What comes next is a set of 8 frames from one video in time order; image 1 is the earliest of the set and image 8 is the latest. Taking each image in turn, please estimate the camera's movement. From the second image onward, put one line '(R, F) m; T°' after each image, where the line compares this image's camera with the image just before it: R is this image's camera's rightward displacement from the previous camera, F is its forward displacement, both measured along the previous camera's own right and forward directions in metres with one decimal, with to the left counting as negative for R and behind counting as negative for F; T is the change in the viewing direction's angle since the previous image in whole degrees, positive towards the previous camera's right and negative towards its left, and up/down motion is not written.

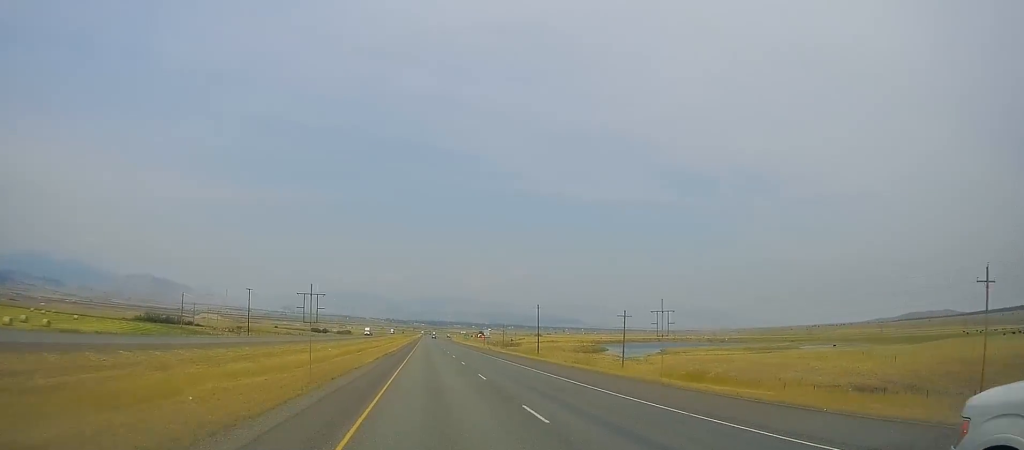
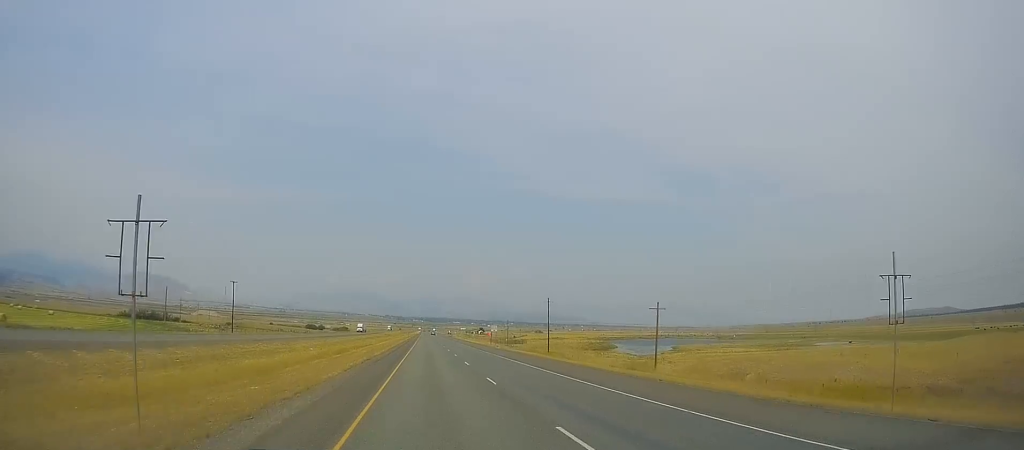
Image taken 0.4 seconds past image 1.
(0.0, +15.9) m; 0°
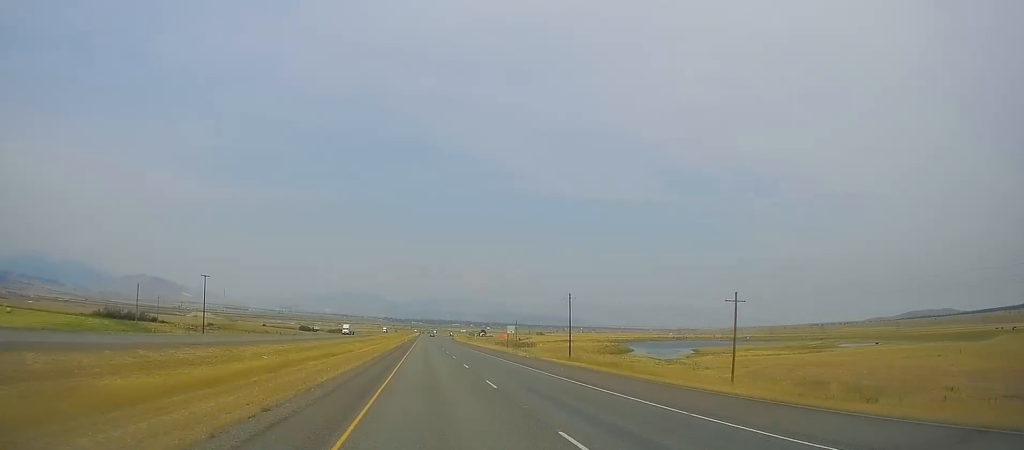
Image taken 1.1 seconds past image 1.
(0.0, +24.4) m; 0°
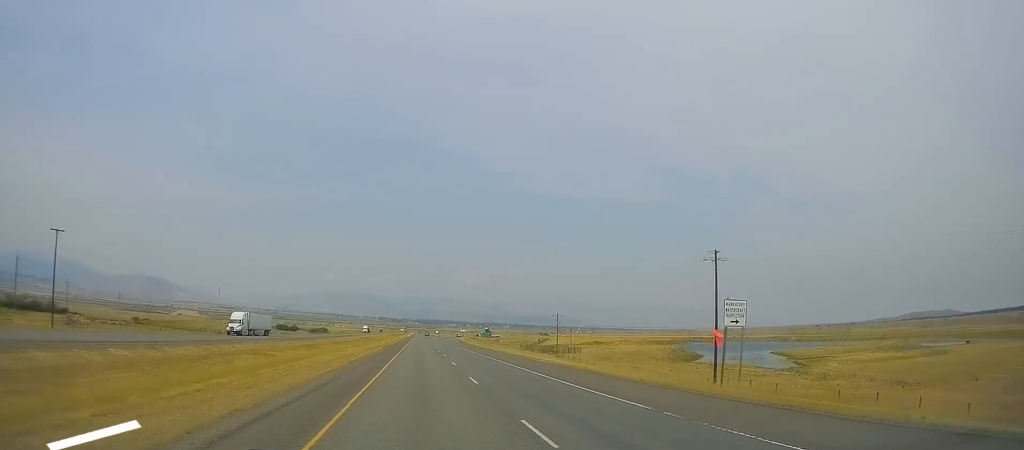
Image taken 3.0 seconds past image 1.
(-0.4, +71.2) m; 0°
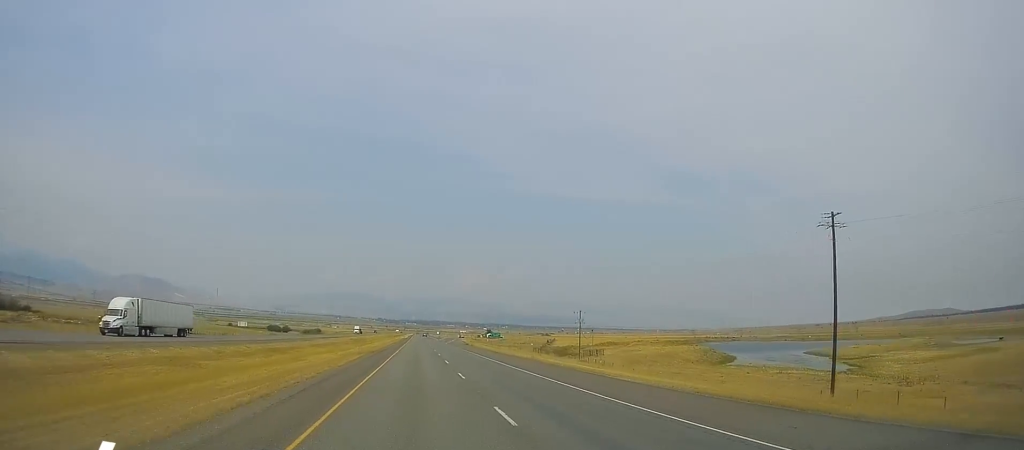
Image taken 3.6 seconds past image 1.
(+0.5, +22.1) m; 0°
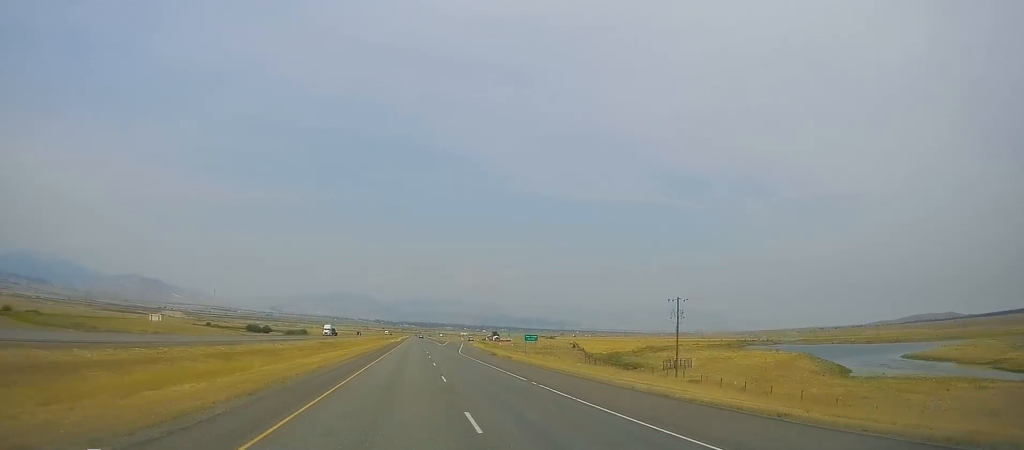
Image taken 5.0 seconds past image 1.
(-0.1, +49.4) m; 0°
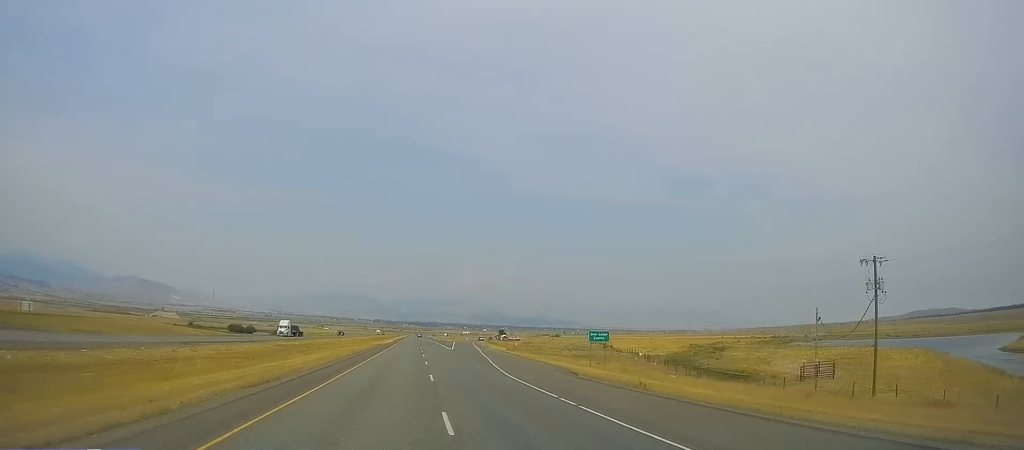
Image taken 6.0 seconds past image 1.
(+0.2, +37.0) m; 0°
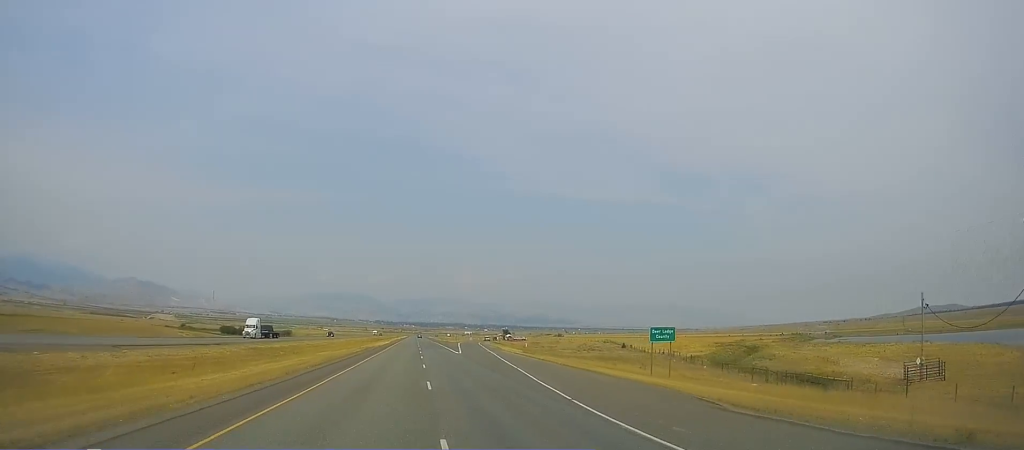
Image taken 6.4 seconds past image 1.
(-0.3, +15.8) m; 0°
